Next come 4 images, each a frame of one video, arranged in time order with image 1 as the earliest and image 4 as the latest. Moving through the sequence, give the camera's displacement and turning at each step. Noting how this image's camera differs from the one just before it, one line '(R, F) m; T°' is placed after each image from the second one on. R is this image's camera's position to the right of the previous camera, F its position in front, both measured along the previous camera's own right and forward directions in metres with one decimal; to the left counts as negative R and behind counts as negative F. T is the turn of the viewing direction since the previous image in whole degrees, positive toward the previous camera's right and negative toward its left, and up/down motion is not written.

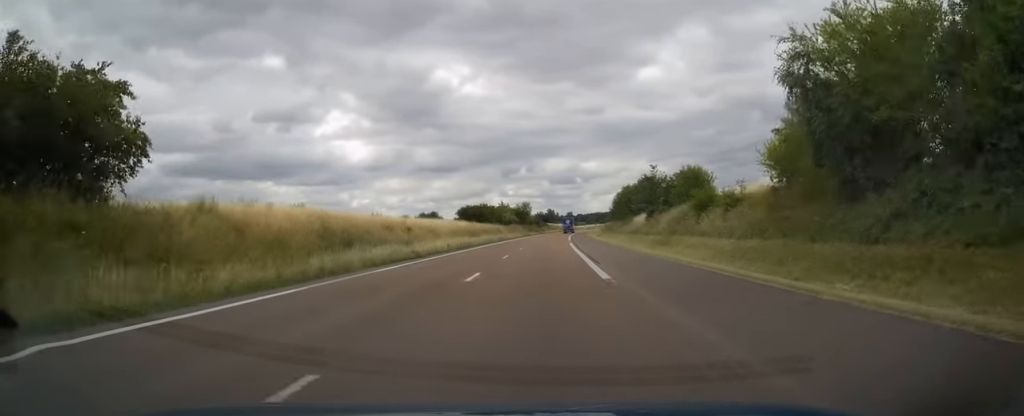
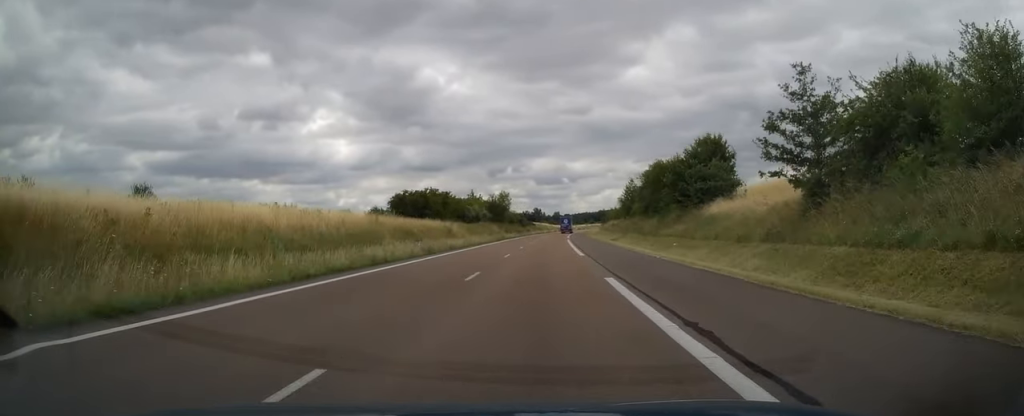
(+0.5, +39.4) m; +1°
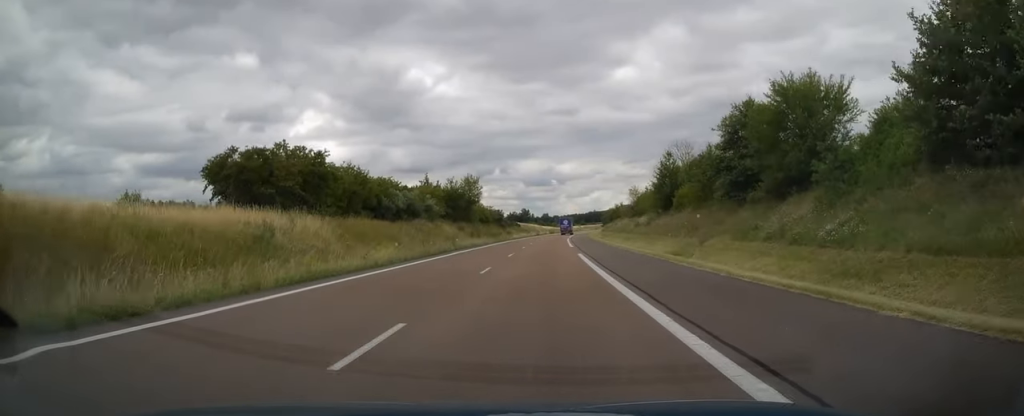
(+0.3, +36.5) m; +1°
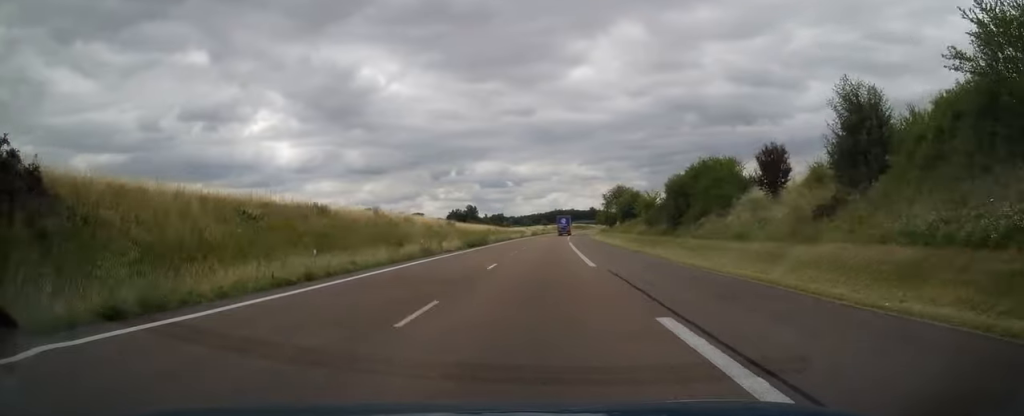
(+4.6, +128.8) m; +4°
